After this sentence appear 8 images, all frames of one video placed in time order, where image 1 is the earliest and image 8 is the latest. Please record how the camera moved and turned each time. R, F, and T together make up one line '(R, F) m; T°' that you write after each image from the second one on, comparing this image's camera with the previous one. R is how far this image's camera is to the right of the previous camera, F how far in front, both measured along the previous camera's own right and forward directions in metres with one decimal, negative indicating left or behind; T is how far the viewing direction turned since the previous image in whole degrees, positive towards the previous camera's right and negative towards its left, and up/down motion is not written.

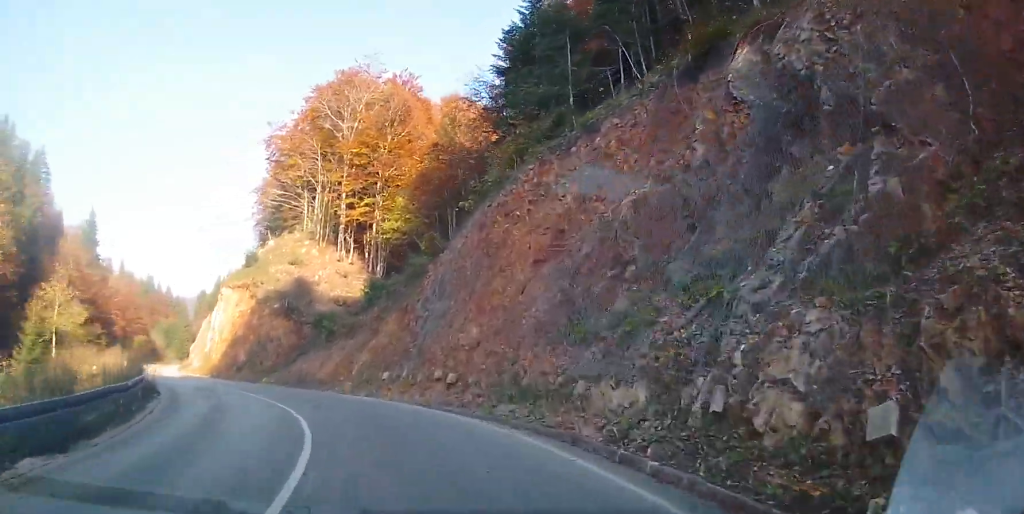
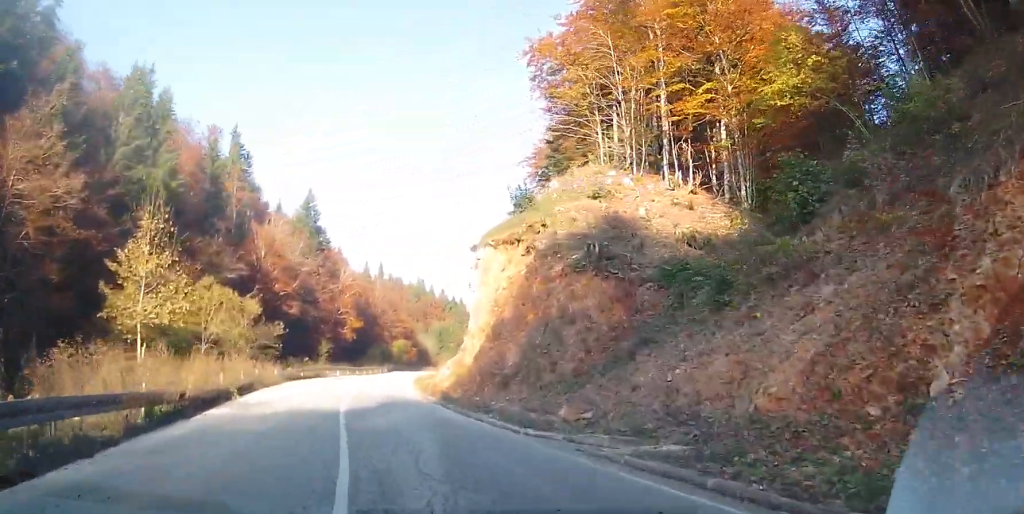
(-4.0, +22.3) m; -17°
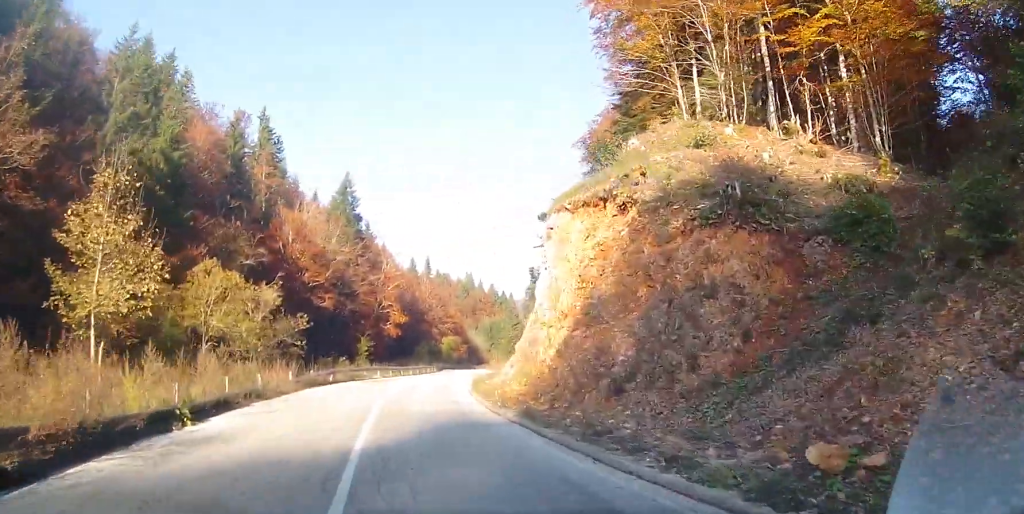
(0.0, +6.4) m; -2°
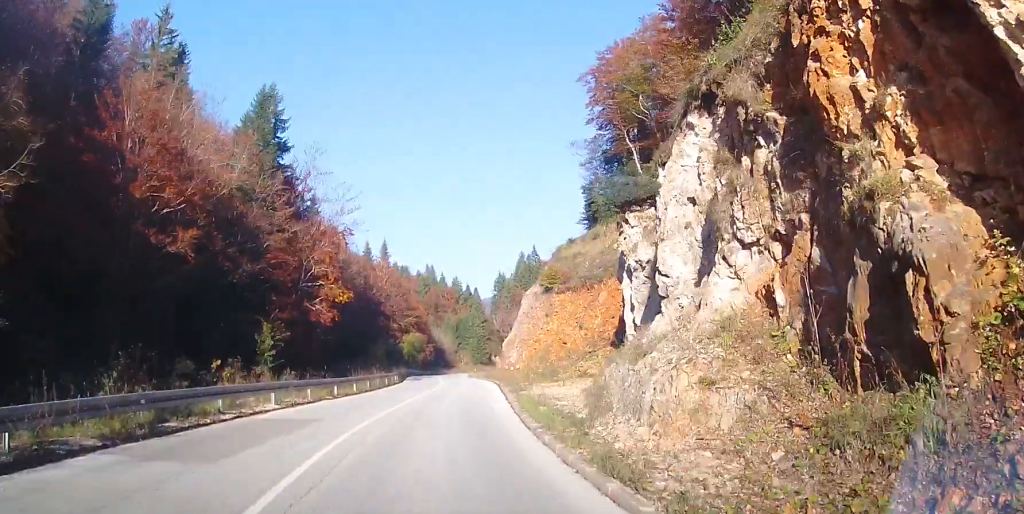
(-2.0, +20.6) m; -8°
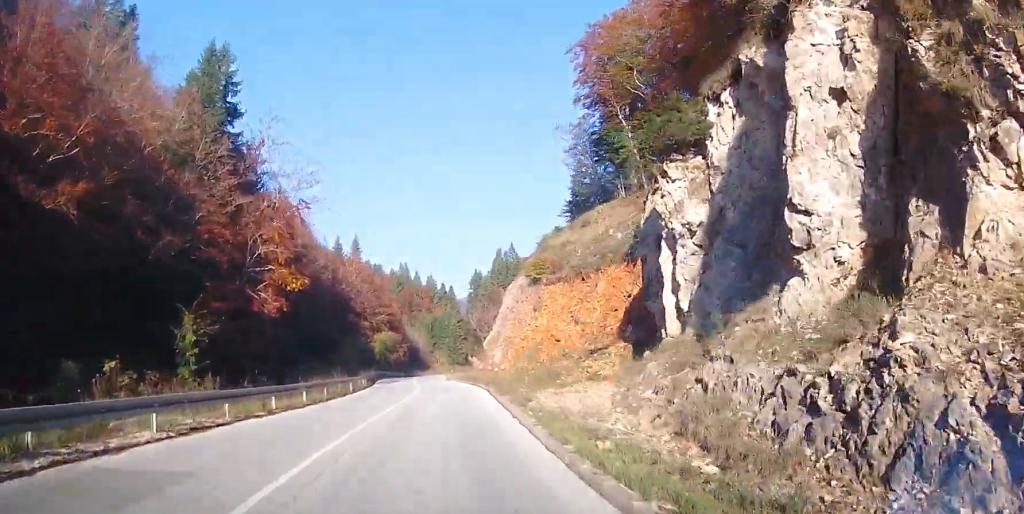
(+0.1, +6.3) m; +1°
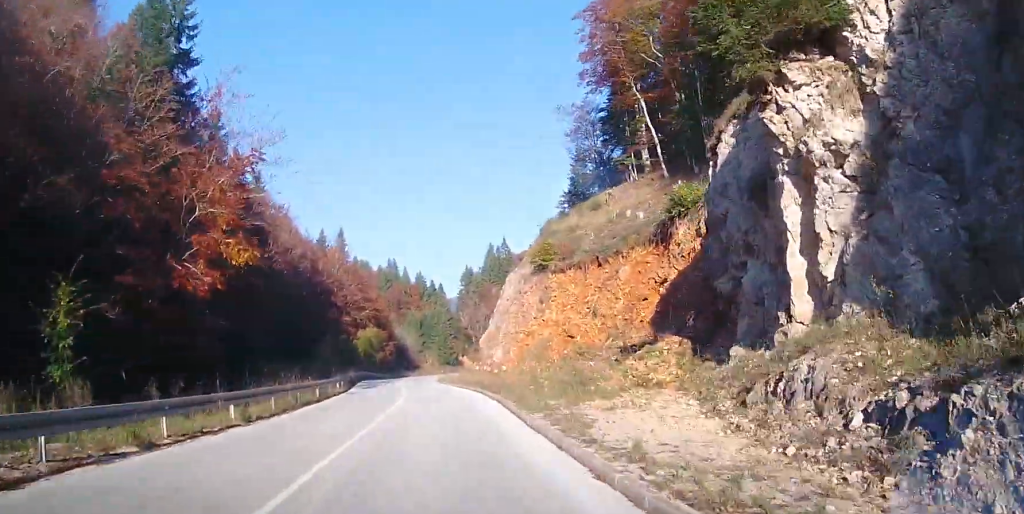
(0.0, +6.8) m; +1°
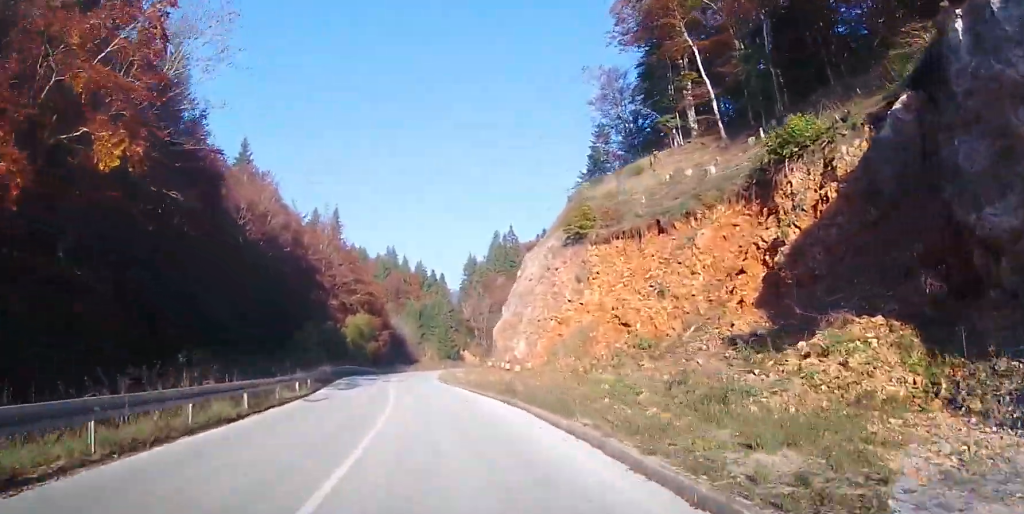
(+0.1, +9.8) m; -1°
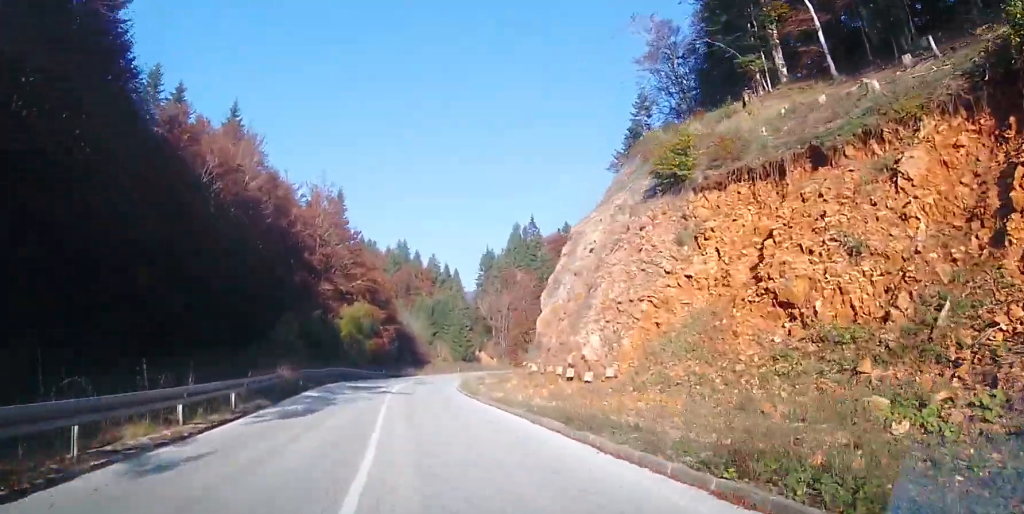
(-0.2, +11.4) m; -1°
